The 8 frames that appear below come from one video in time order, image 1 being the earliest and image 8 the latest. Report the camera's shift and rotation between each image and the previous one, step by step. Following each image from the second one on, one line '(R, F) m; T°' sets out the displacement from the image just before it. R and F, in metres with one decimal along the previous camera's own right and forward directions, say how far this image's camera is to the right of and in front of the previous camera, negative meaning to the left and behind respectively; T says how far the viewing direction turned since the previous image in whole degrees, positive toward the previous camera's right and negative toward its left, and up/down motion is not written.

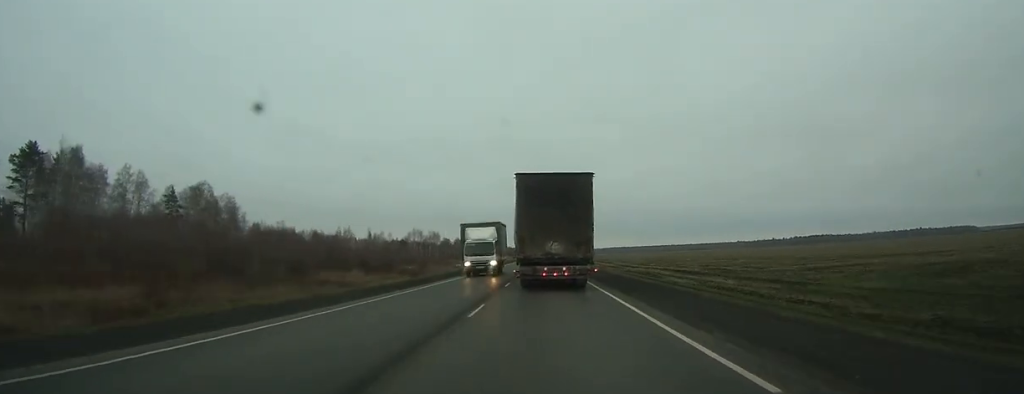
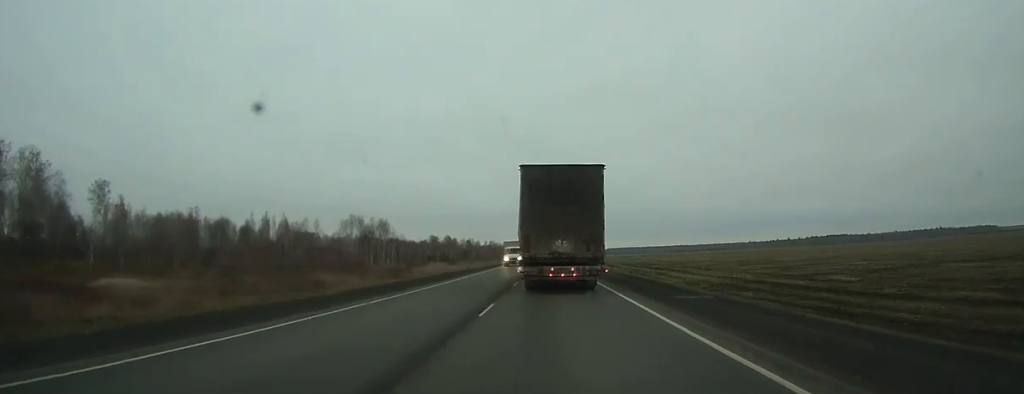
(0.0, +82.4) m; 0°
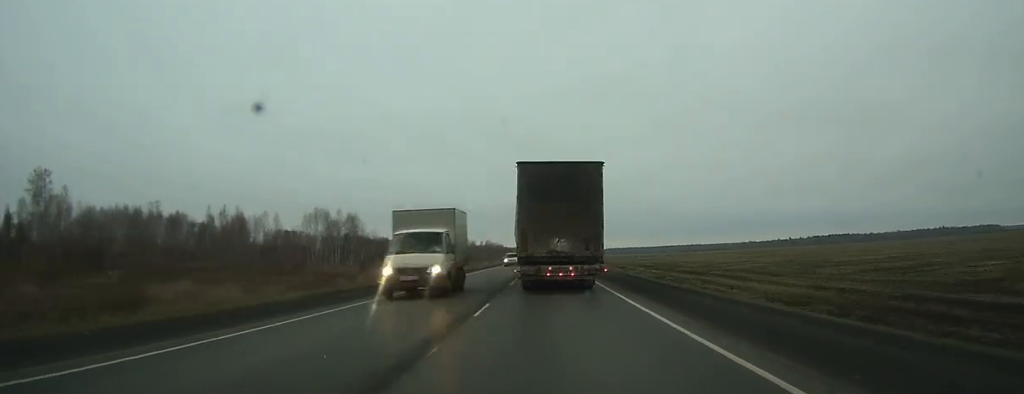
(0.0, +23.8) m; 0°
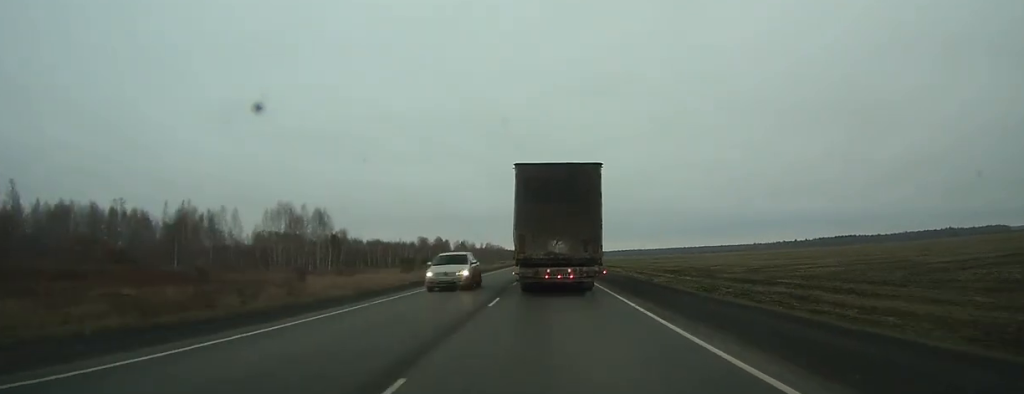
(+0.1, +21.4) m; 0°
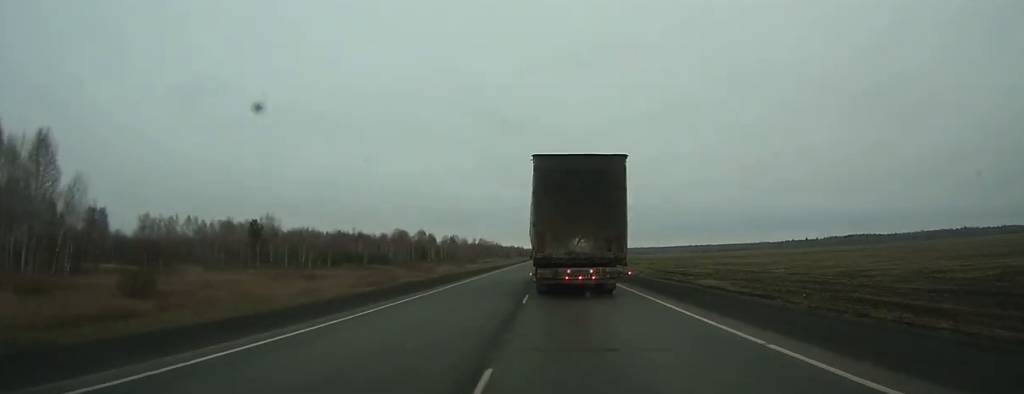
(0.0, +73.1) m; 0°
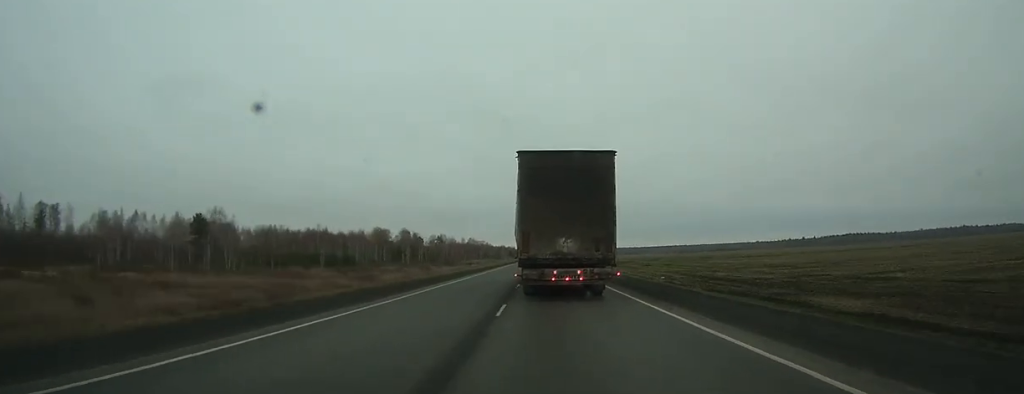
(+0.1, +29.4) m; 0°
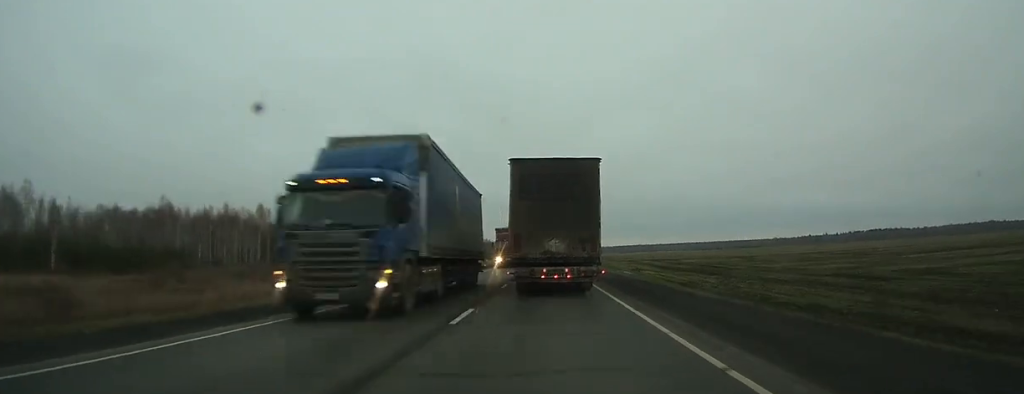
(+0.1, +89.0) m; 0°
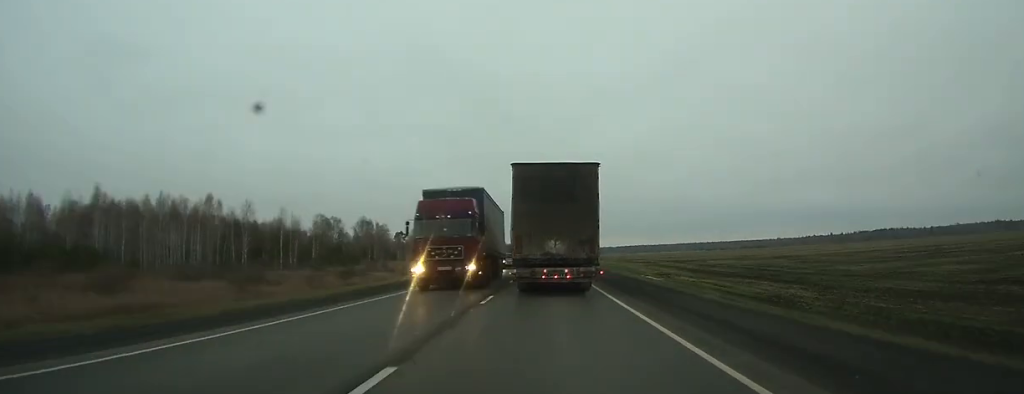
(-0.1, +18.0) m; 0°
